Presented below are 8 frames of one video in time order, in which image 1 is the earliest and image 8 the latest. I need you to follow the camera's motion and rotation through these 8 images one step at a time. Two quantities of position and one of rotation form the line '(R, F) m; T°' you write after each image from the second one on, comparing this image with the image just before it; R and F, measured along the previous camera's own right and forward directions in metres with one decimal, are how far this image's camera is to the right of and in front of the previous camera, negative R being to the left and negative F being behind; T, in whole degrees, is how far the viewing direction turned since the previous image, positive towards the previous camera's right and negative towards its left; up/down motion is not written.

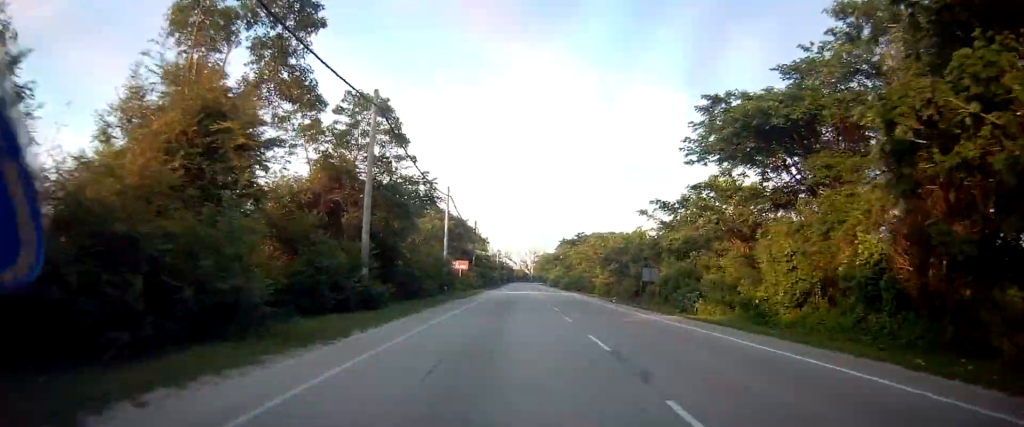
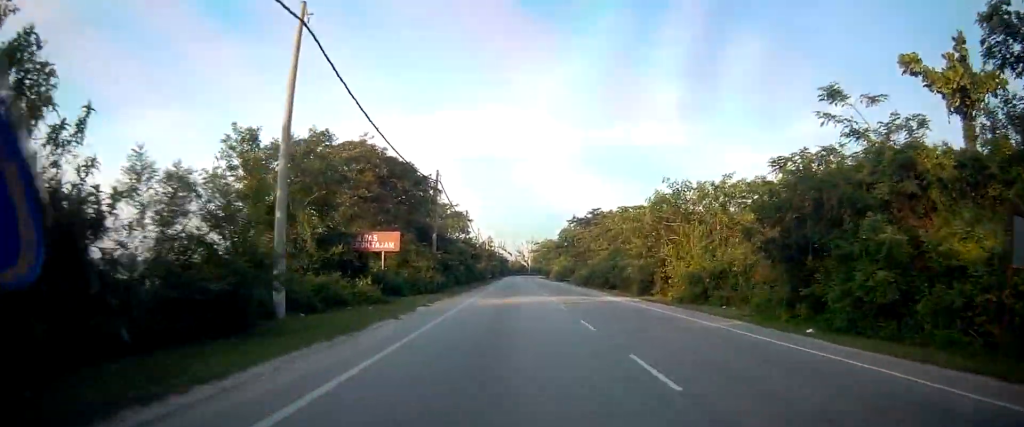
(+0.5, +31.8) m; 0°
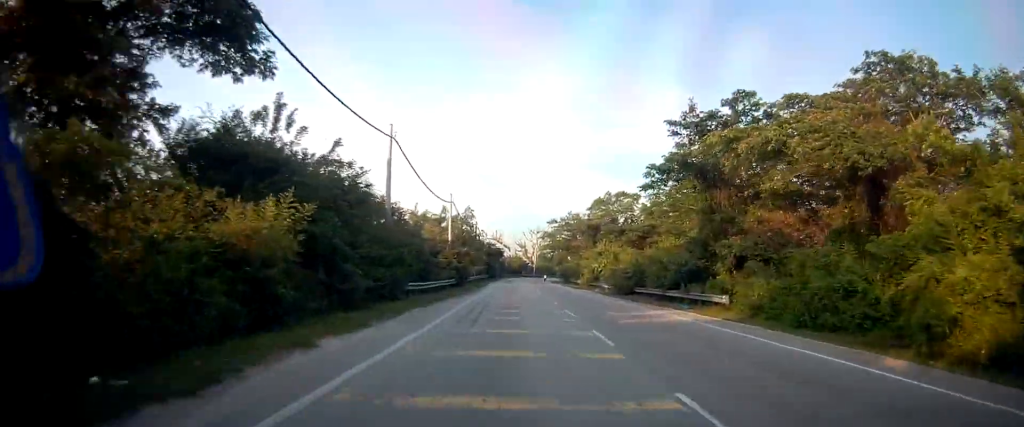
(+0.3, +65.9) m; 0°
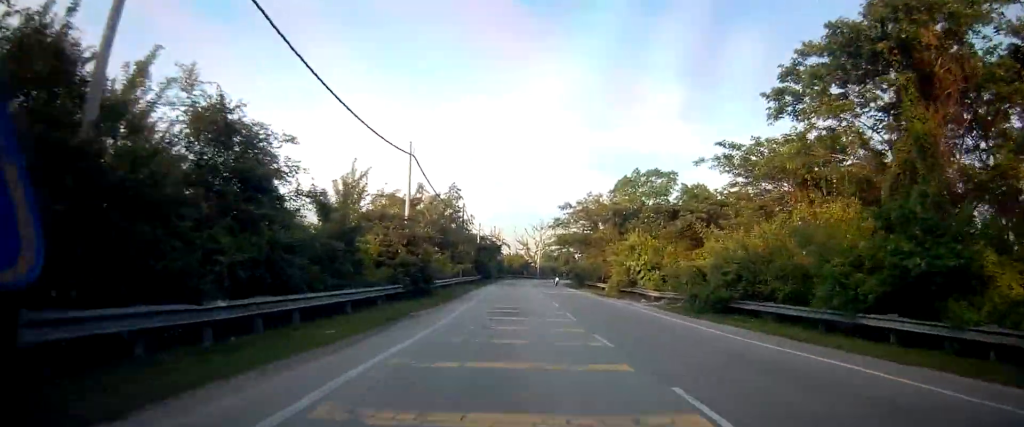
(-0.4, +20.9) m; -1°
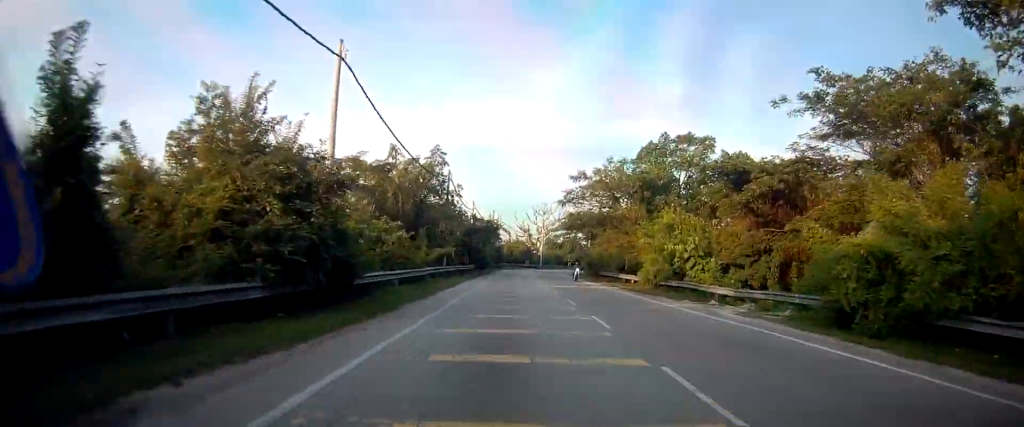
(-0.4, +13.5) m; 0°
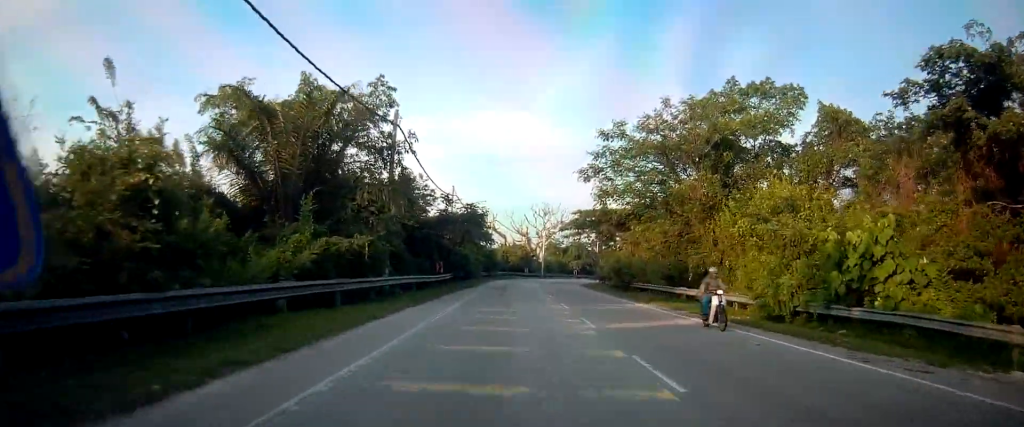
(+0.6, +19.9) m; +2°
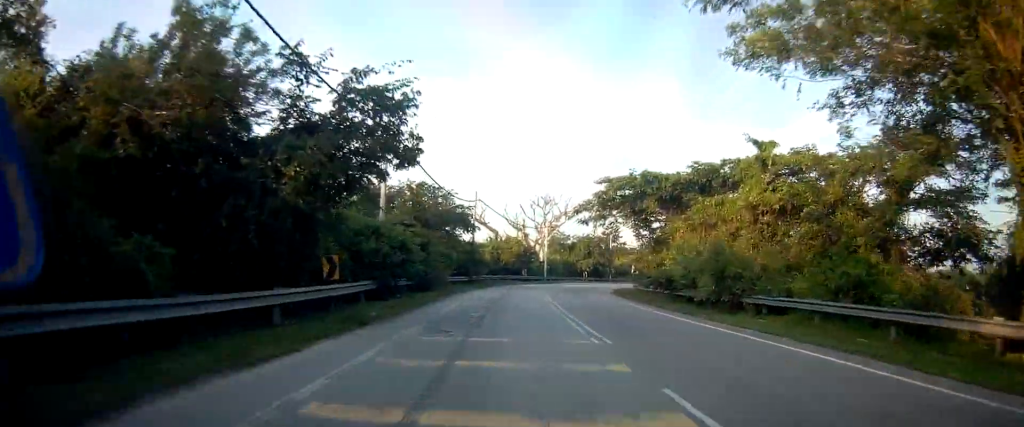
(+0.3, +24.5) m; 0°
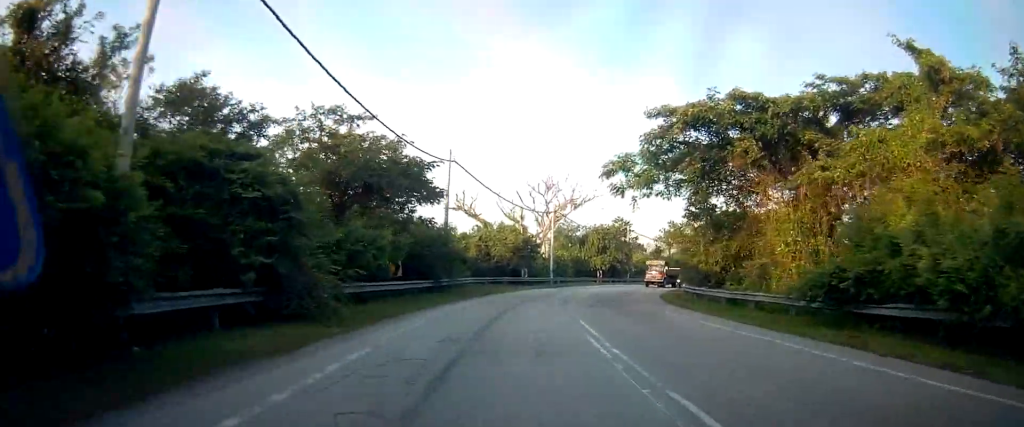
(-0.1, +18.6) m; -1°
